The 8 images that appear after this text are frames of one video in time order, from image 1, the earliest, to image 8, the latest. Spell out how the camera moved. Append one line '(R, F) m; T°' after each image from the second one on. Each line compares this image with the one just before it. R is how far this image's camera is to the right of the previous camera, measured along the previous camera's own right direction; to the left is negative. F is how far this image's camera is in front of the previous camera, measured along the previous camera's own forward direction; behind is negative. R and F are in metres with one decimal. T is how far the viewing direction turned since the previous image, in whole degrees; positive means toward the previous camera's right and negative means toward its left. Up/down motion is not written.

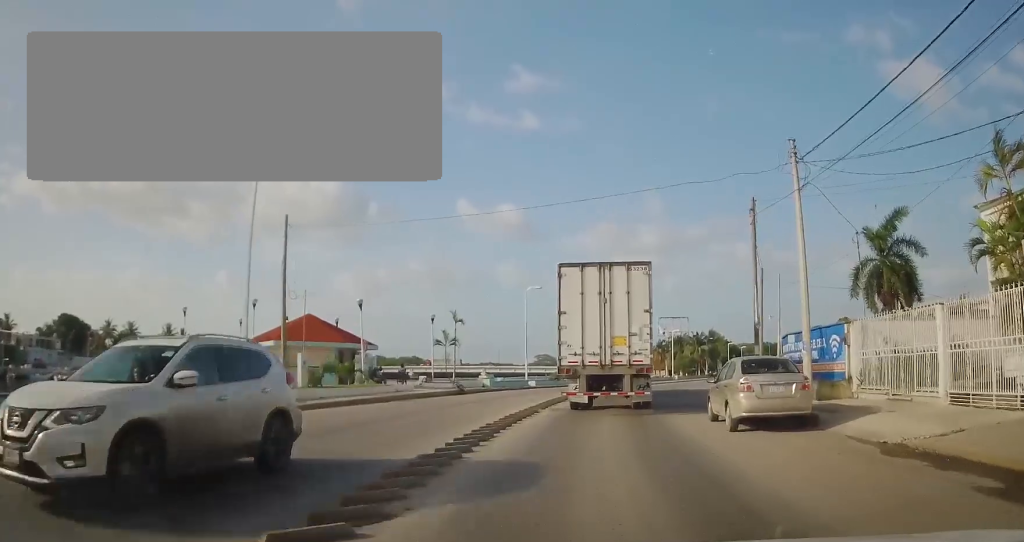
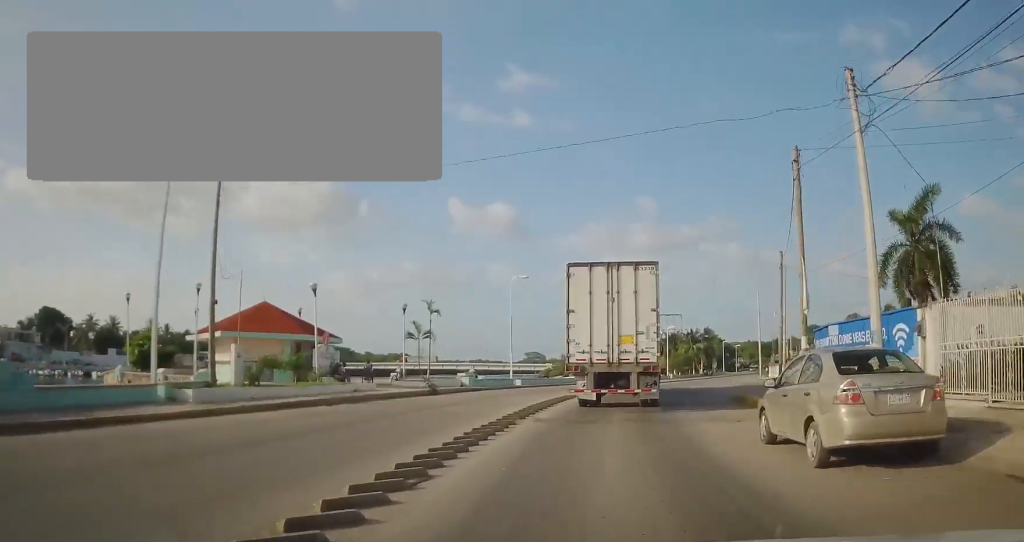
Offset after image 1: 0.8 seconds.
(+0.3, +4.8) m; +2°
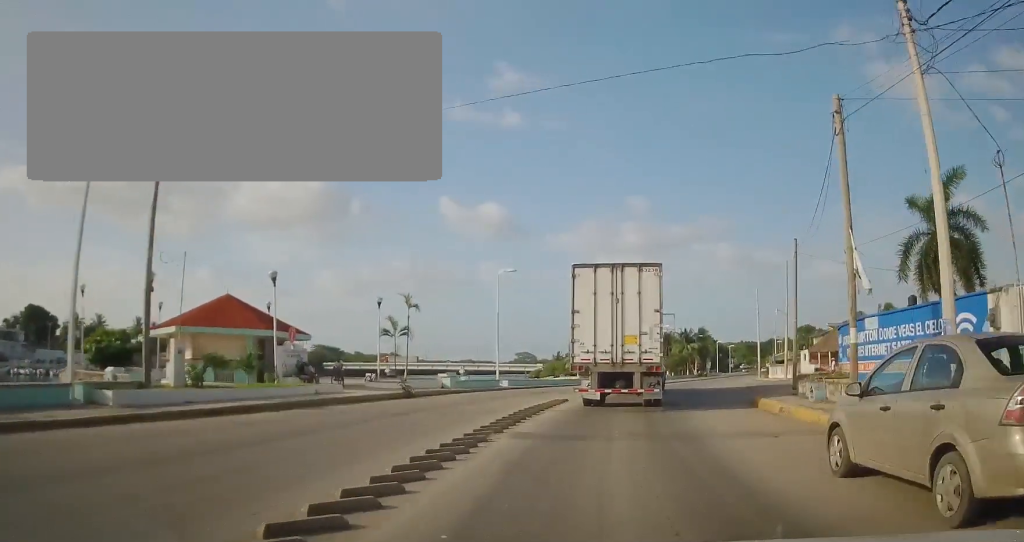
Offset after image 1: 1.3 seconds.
(+0.3, +3.1) m; 0°
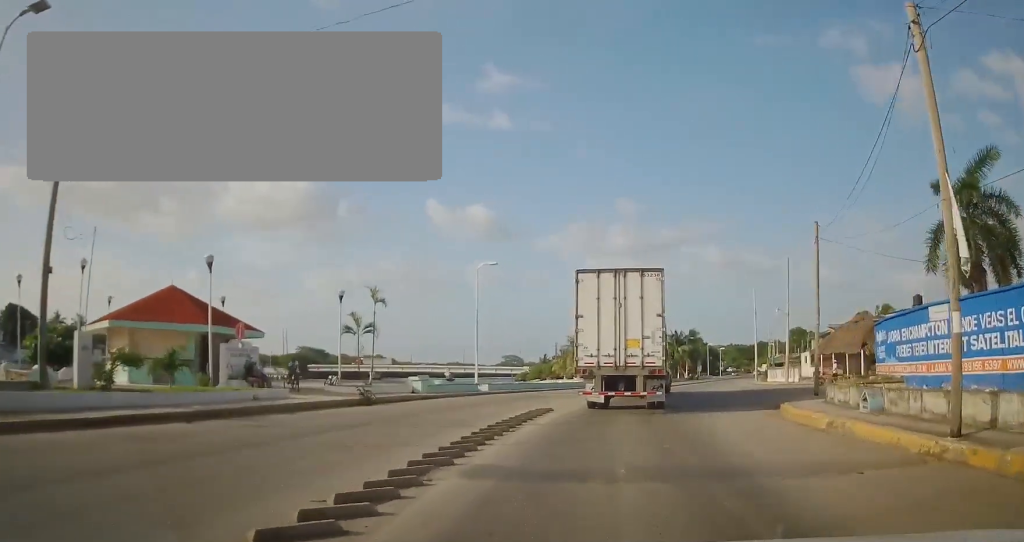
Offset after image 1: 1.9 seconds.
(-0.4, +3.8) m; +1°
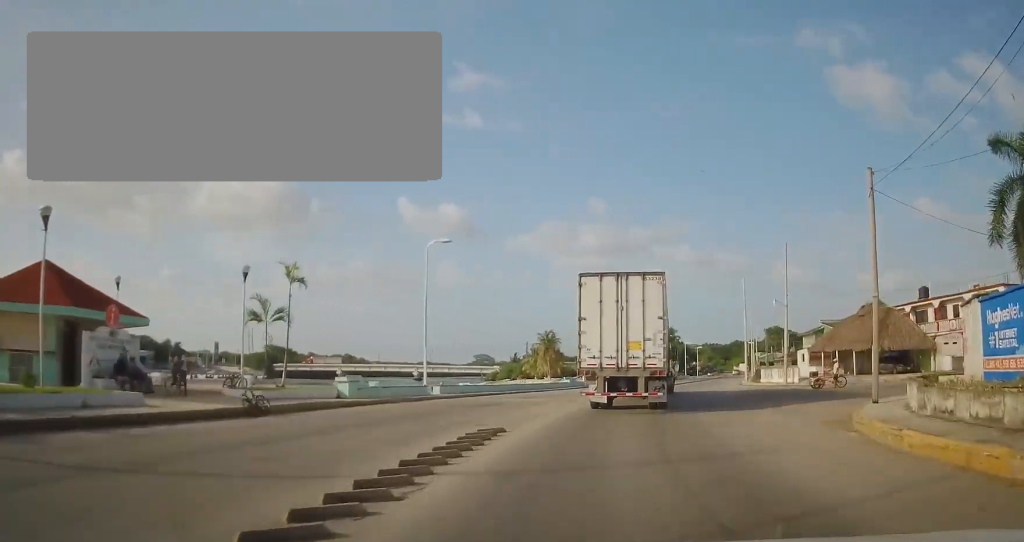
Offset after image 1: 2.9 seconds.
(+0.2, +6.7) m; +2°
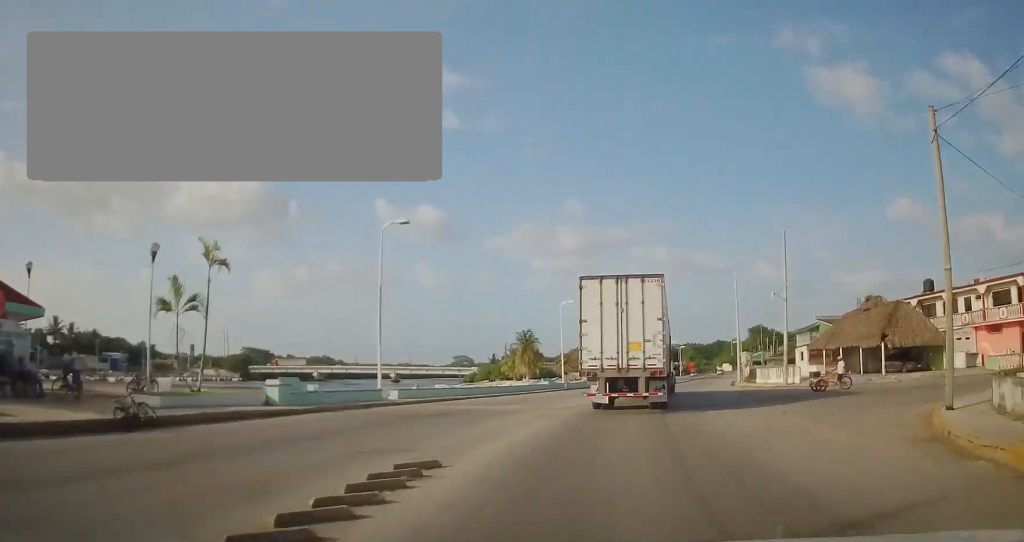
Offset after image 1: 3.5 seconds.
(+0.1, +4.7) m; 0°
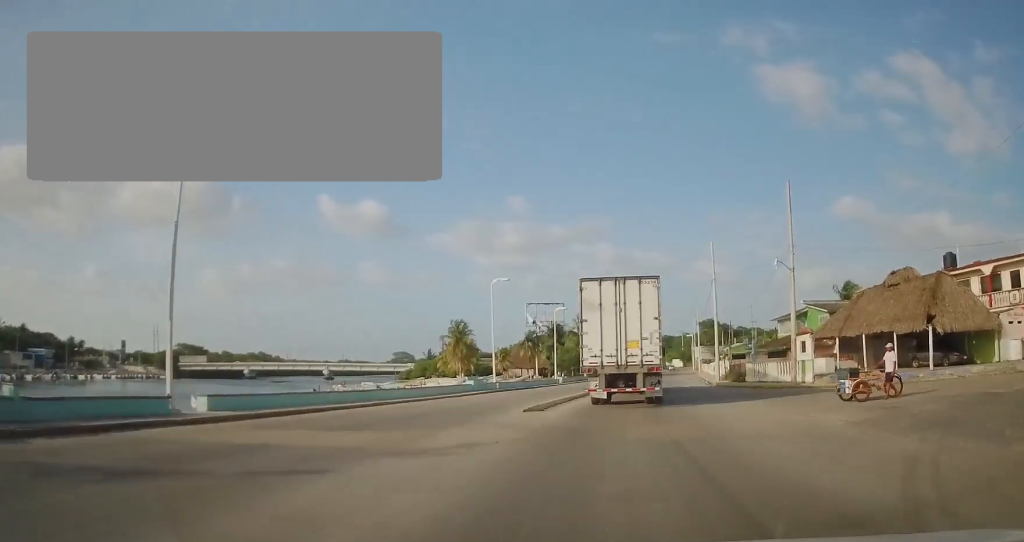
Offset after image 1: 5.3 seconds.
(-0.4, +12.8) m; +4°
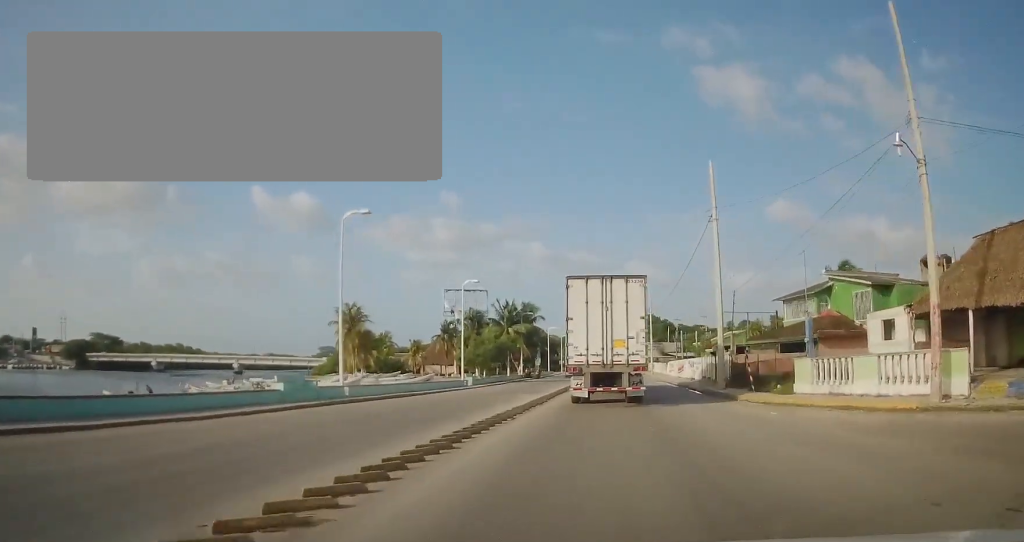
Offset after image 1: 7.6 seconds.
(+2.2, +19.3) m; +11°
